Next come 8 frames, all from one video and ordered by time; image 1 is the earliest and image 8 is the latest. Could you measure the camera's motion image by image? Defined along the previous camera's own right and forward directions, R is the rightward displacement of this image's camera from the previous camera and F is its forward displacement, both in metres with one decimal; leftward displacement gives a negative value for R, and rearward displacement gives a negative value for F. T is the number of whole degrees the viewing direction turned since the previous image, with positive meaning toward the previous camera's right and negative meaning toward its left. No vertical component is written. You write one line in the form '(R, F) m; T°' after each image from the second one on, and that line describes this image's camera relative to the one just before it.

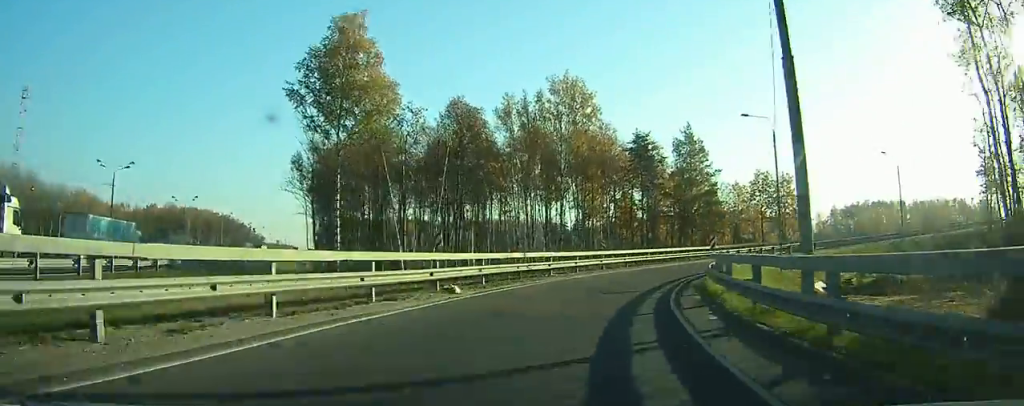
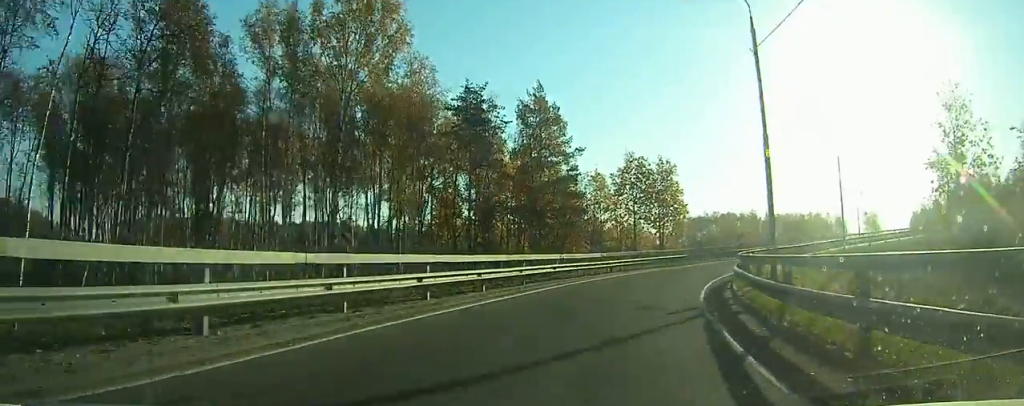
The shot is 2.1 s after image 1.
(+2.4, +24.4) m; +14°
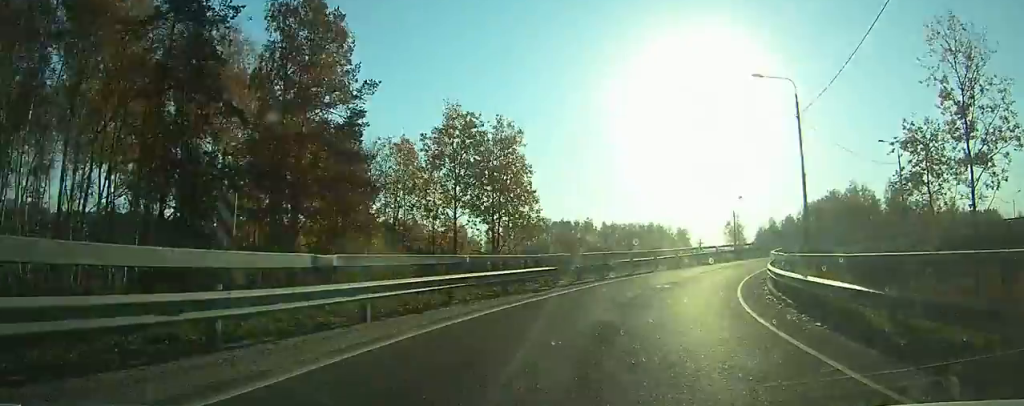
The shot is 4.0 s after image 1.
(+3.1, +22.5) m; +19°
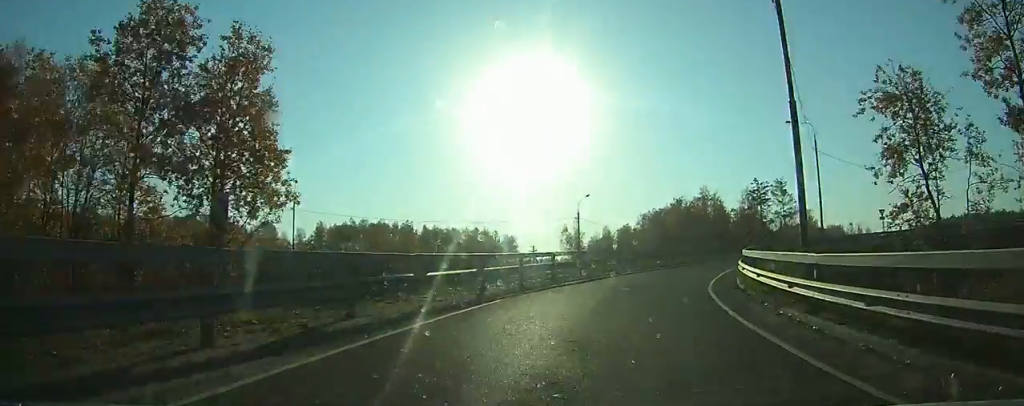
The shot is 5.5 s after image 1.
(+3.1, +17.9) m; +17°
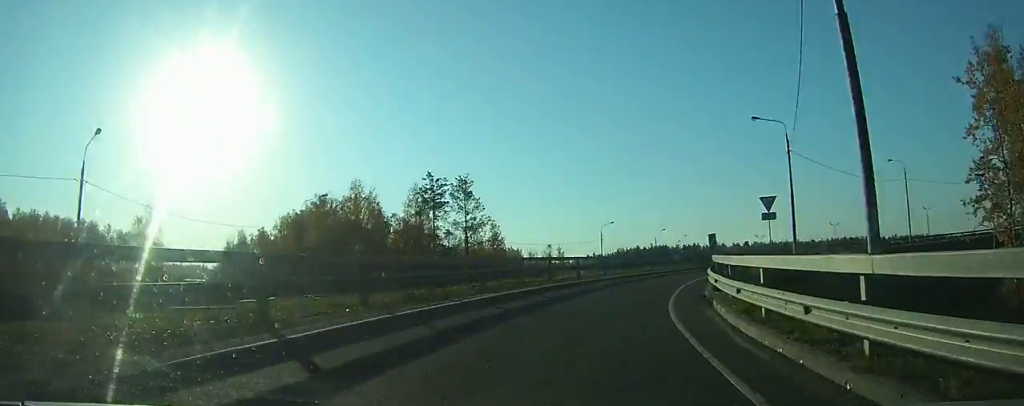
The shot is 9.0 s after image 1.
(+13.0, +39.8) m; +36°
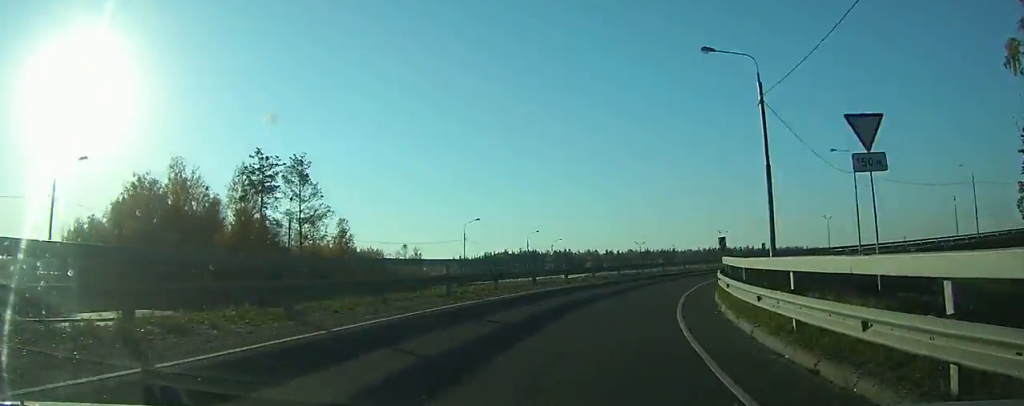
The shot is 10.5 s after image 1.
(+1.8, +18.7) m; +13°
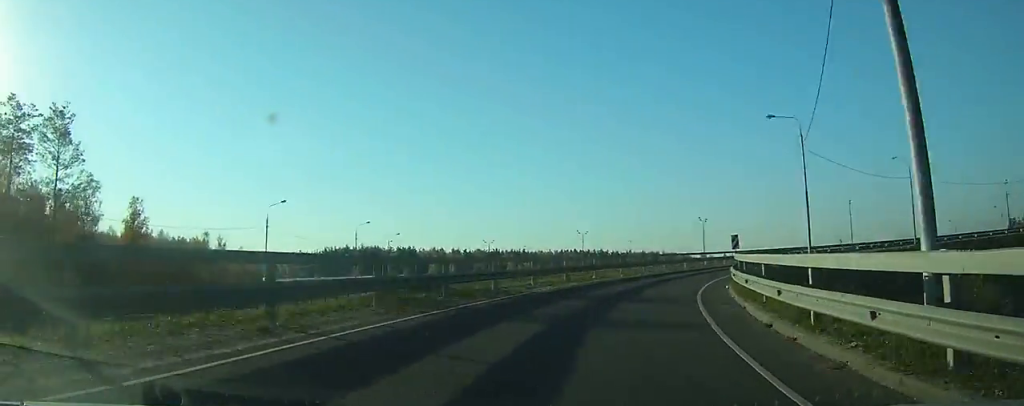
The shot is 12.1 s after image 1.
(+2.7, +20.7) m; +13°
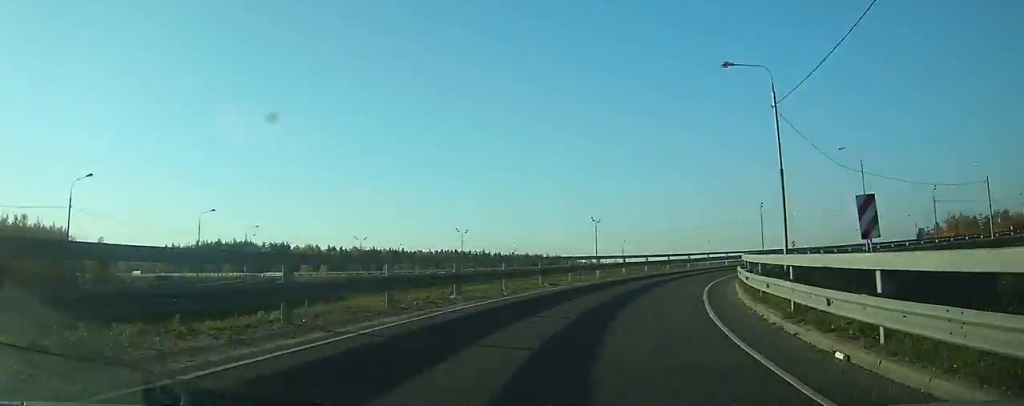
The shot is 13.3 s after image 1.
(+1.7, +15.3) m; +10°
